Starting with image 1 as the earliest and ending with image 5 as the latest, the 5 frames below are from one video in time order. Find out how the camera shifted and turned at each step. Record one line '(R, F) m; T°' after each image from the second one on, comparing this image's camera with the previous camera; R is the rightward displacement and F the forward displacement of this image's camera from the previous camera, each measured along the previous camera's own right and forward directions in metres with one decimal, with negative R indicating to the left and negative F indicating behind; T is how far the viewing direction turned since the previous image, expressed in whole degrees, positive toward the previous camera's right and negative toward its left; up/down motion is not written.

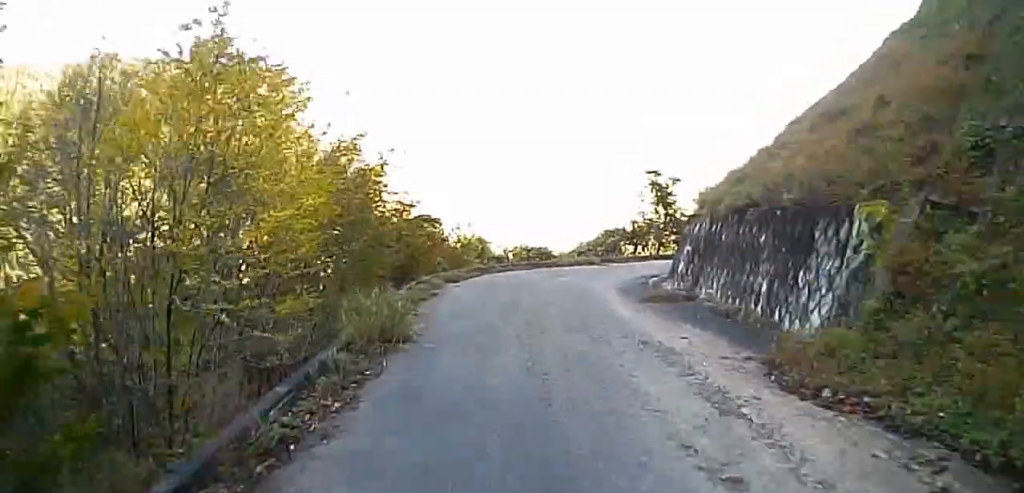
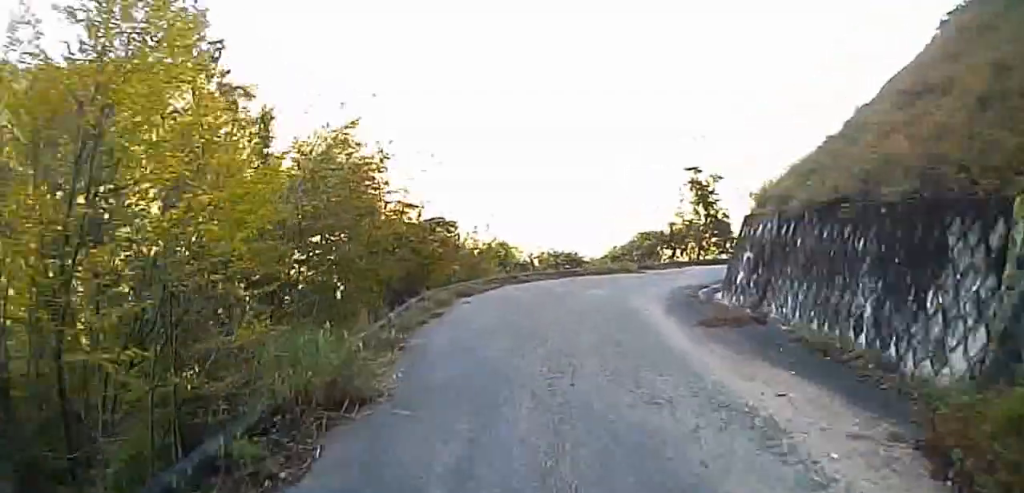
(-0.1, +3.4) m; -1°
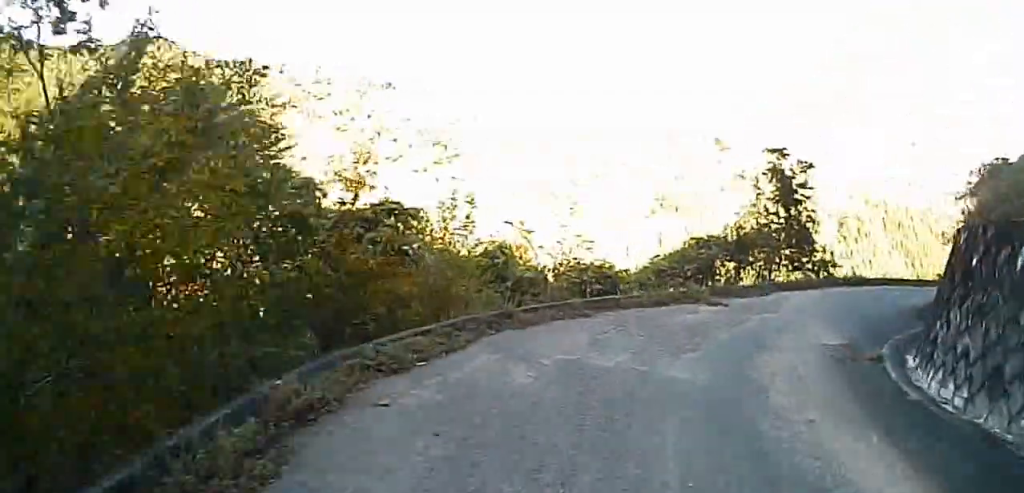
(-0.1, +10.7) m; -2°
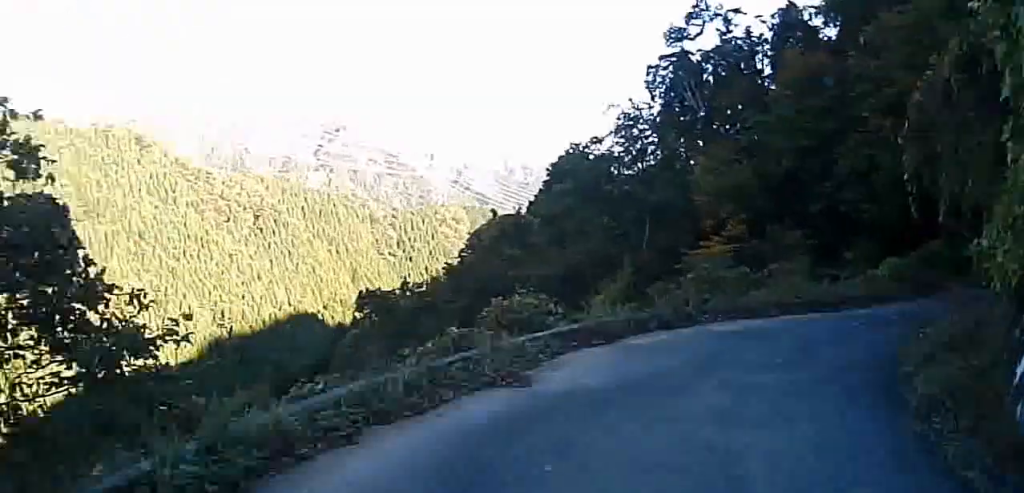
(+4.0, +19.6) m; +34°
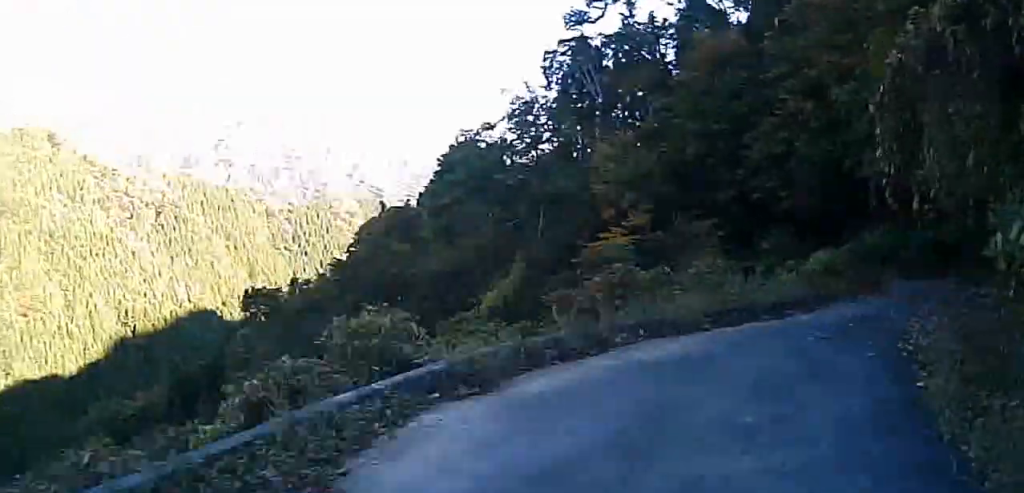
(+0.1, +3.1) m; +11°
